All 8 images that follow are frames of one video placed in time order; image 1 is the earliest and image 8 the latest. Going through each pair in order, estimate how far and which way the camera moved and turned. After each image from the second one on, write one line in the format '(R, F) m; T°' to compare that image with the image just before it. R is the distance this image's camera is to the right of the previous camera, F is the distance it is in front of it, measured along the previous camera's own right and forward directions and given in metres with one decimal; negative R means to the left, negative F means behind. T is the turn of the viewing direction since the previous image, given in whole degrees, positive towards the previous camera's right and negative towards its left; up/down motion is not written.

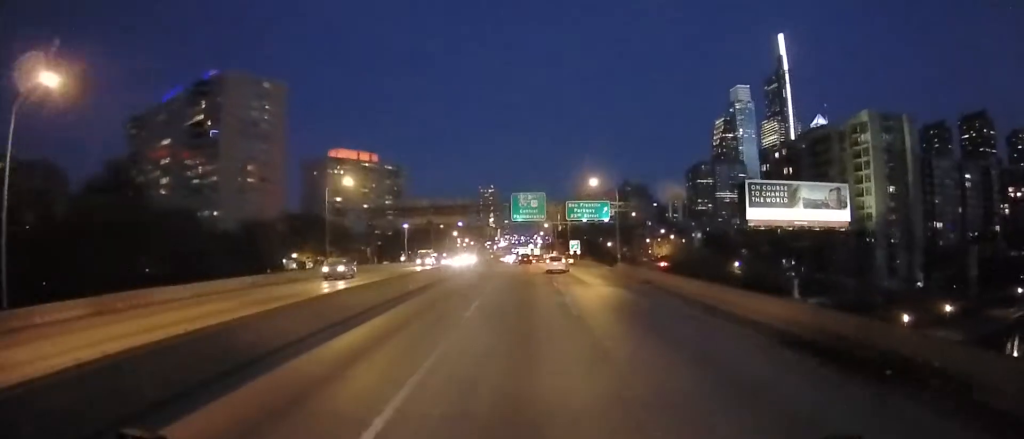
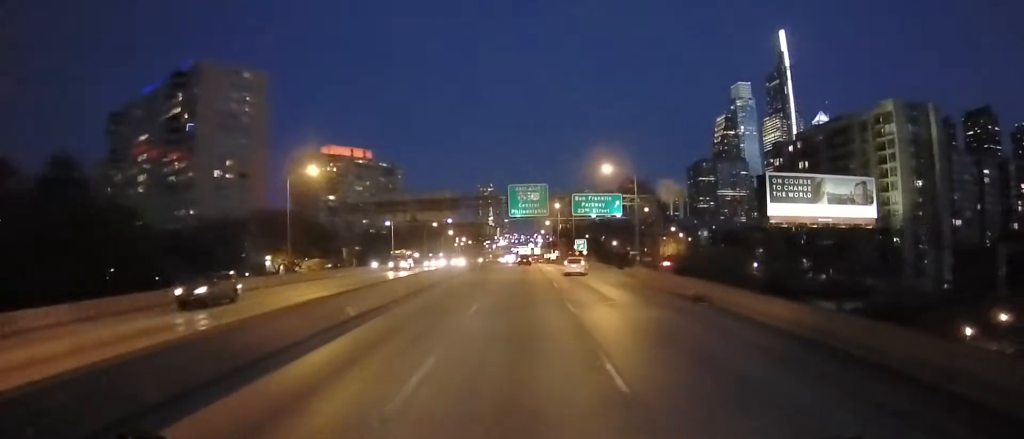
(-0.1, +10.3) m; 0°
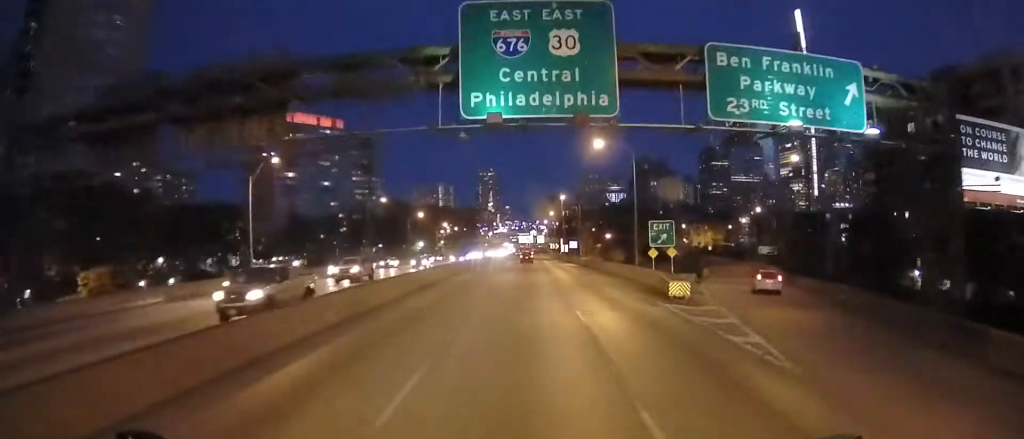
(+0.8, +49.8) m; +1°
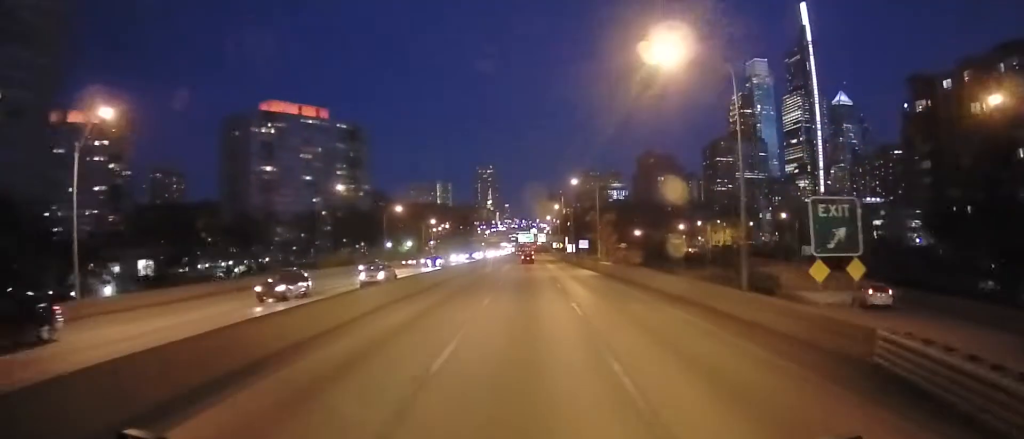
(+0.4, +20.2) m; +1°
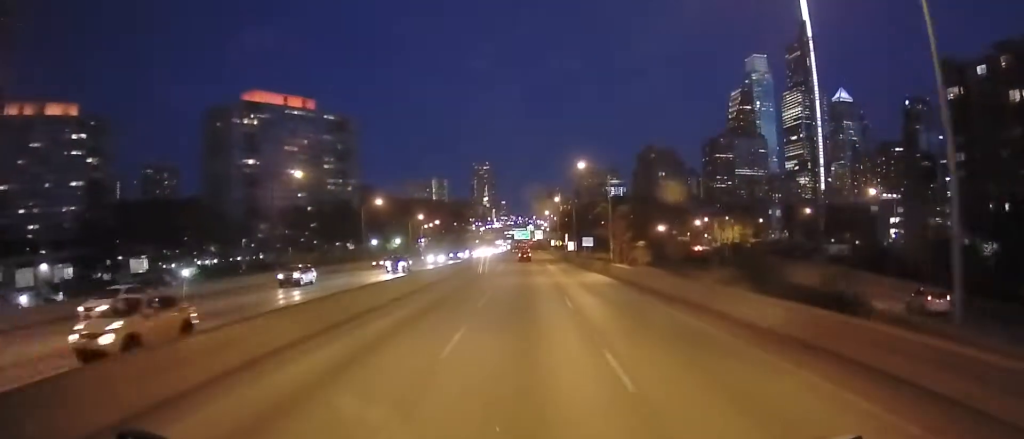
(-0.1, +11.2) m; 0°
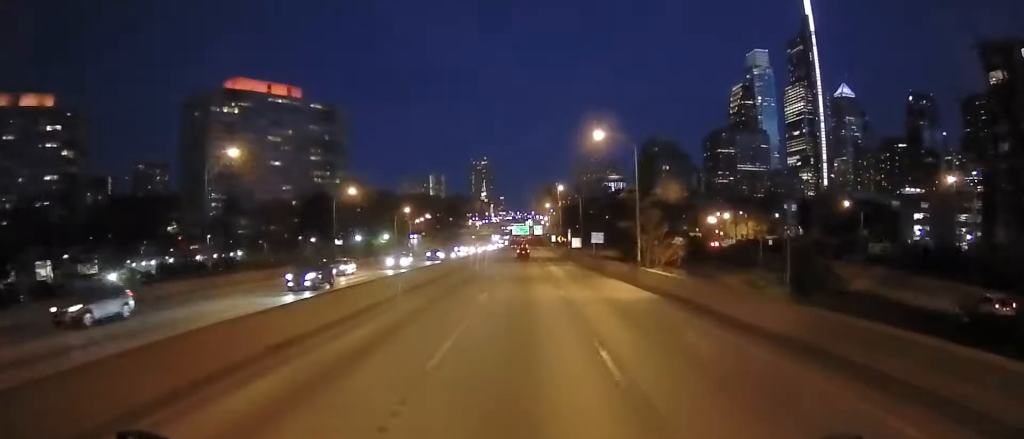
(-0.1, +12.6) m; 0°
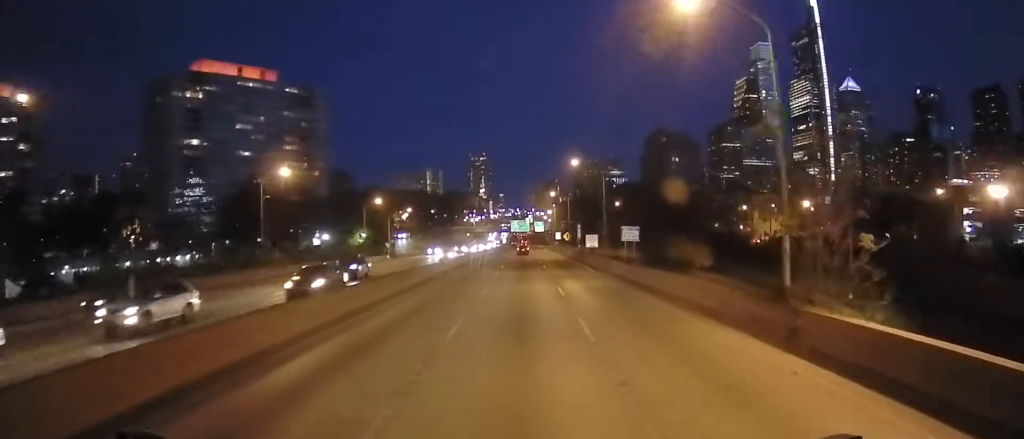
(+0.1, +21.5) m; +1°
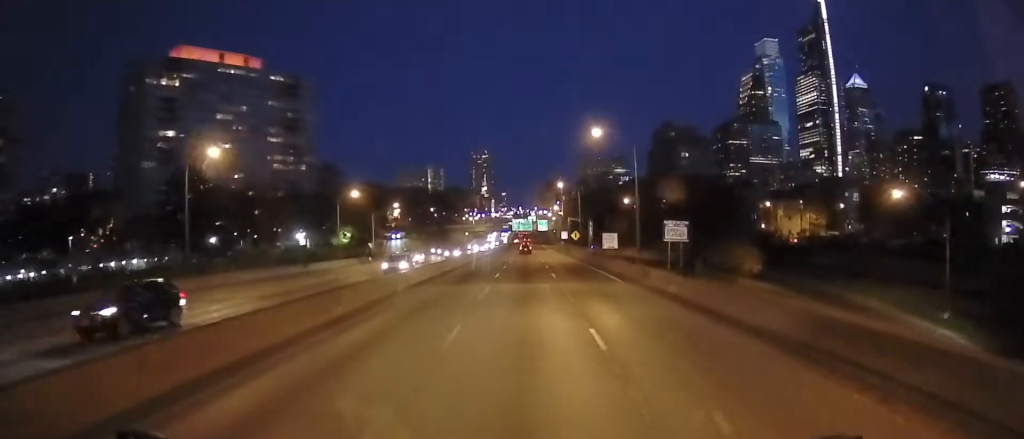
(+0.1, +13.7) m; 0°
